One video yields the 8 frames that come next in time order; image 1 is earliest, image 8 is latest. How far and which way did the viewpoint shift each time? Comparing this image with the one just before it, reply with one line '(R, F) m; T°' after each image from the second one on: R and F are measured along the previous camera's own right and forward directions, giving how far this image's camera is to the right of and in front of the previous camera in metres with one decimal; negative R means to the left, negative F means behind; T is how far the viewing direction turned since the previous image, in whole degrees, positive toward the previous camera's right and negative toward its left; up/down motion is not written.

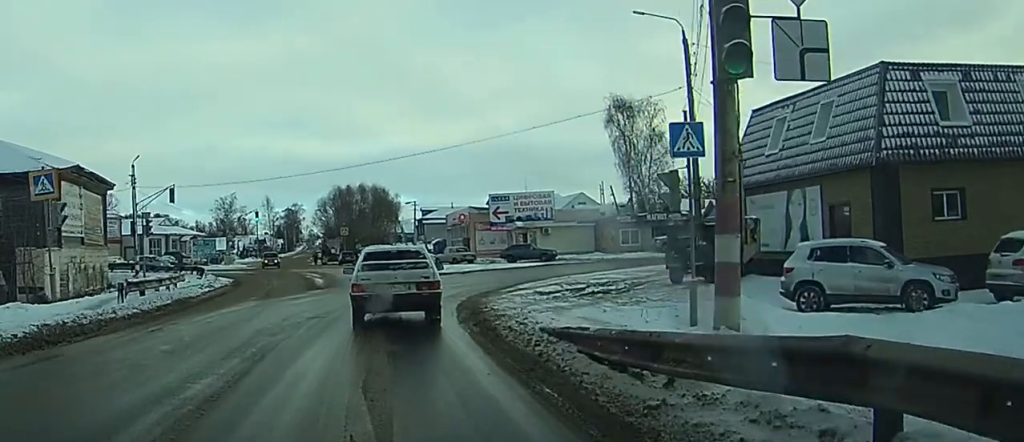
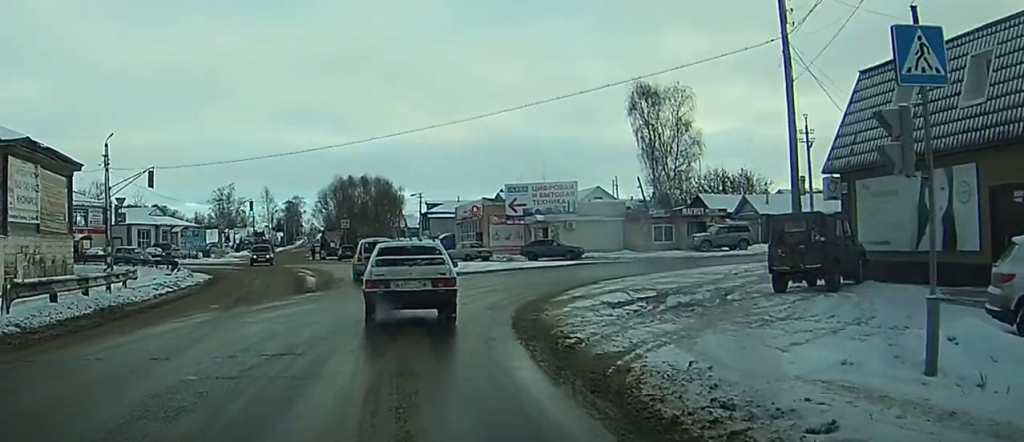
(+0.1, +7.3) m; +3°
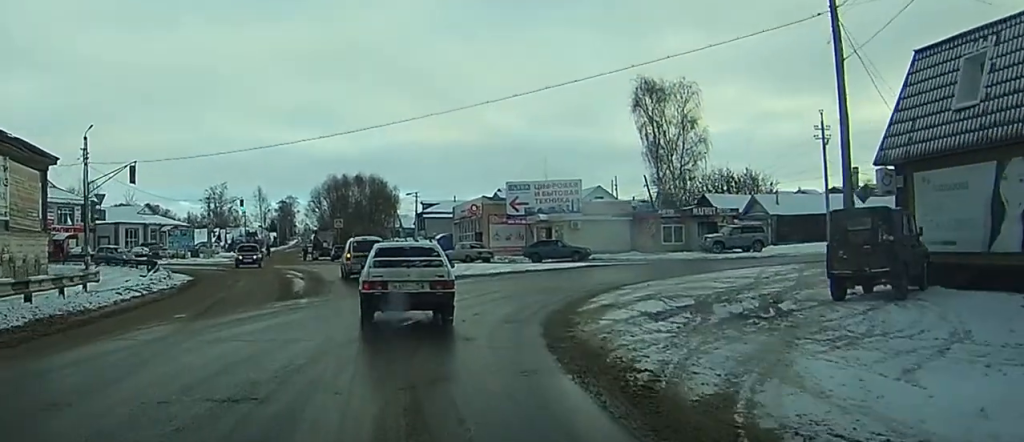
(+0.1, +3.4) m; +2°
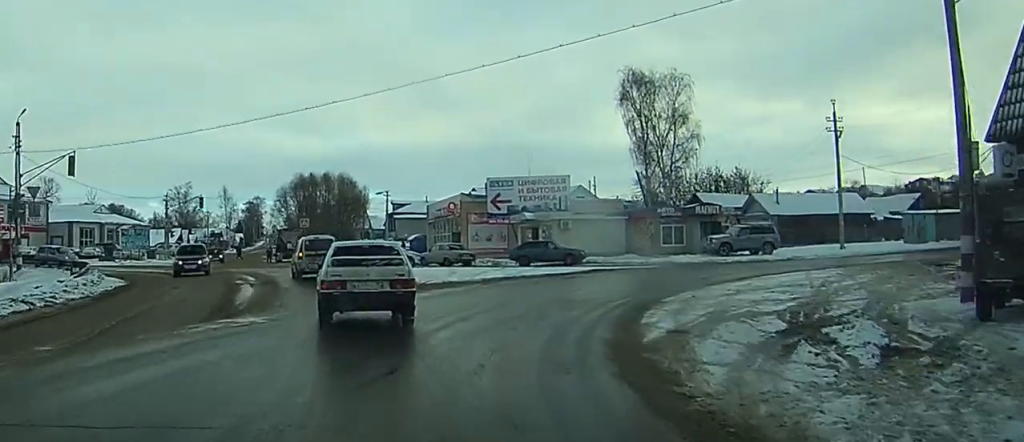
(+0.2, +6.2) m; +5°
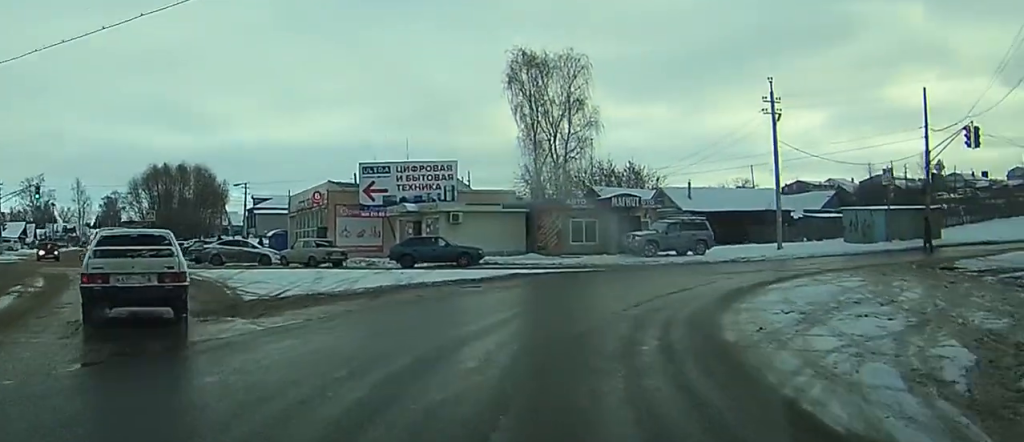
(+0.6, +9.7) m; +10°
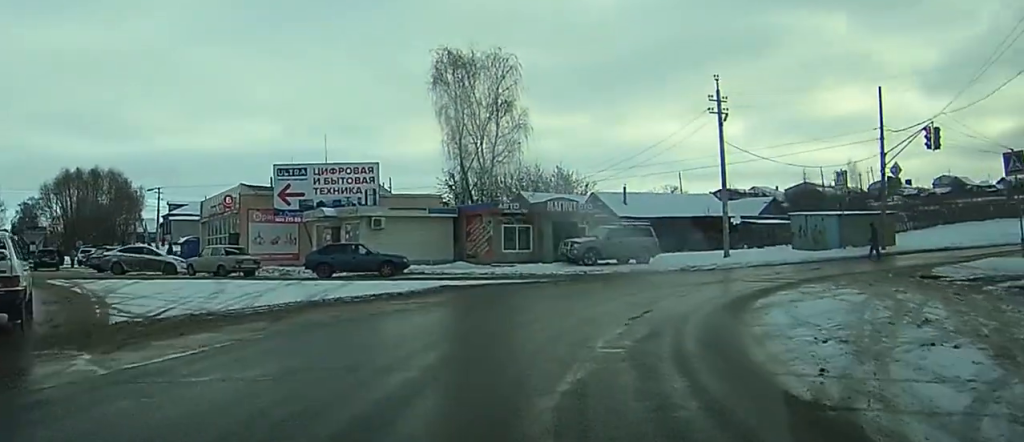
(-0.3, +3.8) m; +6°
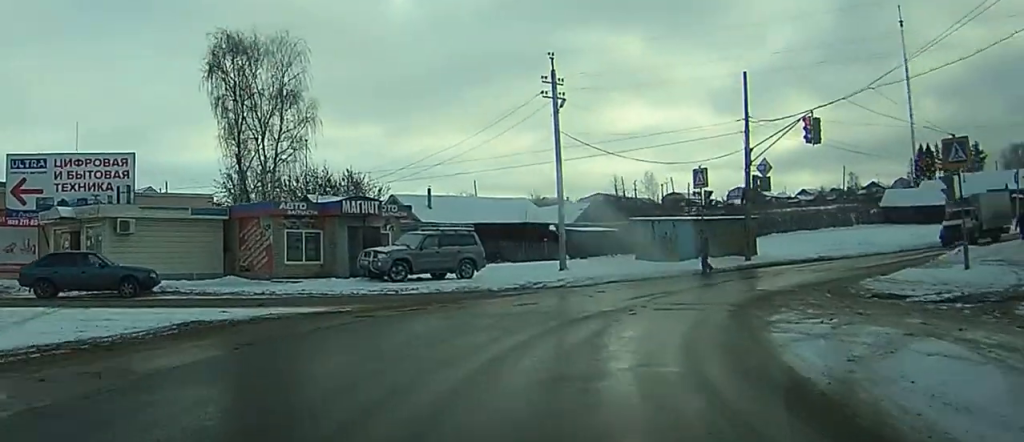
(+1.8, +9.1) m; +14°
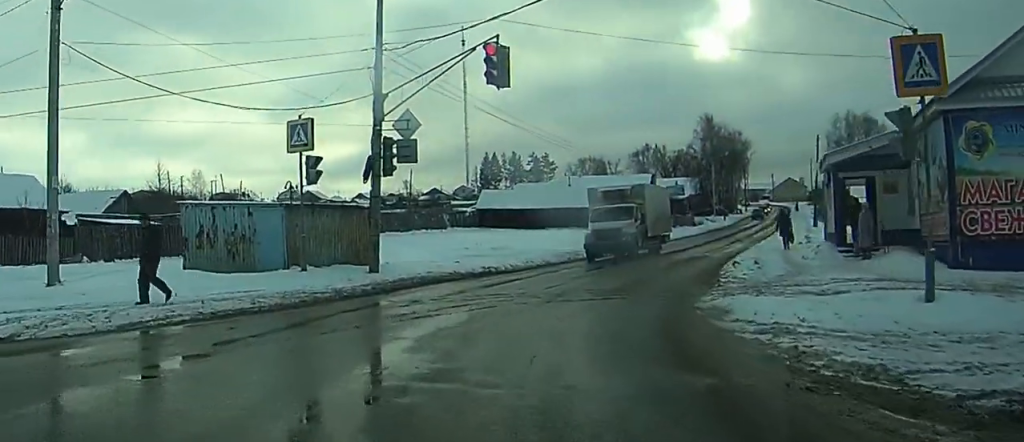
(+3.5, +15.0) m; +31°
